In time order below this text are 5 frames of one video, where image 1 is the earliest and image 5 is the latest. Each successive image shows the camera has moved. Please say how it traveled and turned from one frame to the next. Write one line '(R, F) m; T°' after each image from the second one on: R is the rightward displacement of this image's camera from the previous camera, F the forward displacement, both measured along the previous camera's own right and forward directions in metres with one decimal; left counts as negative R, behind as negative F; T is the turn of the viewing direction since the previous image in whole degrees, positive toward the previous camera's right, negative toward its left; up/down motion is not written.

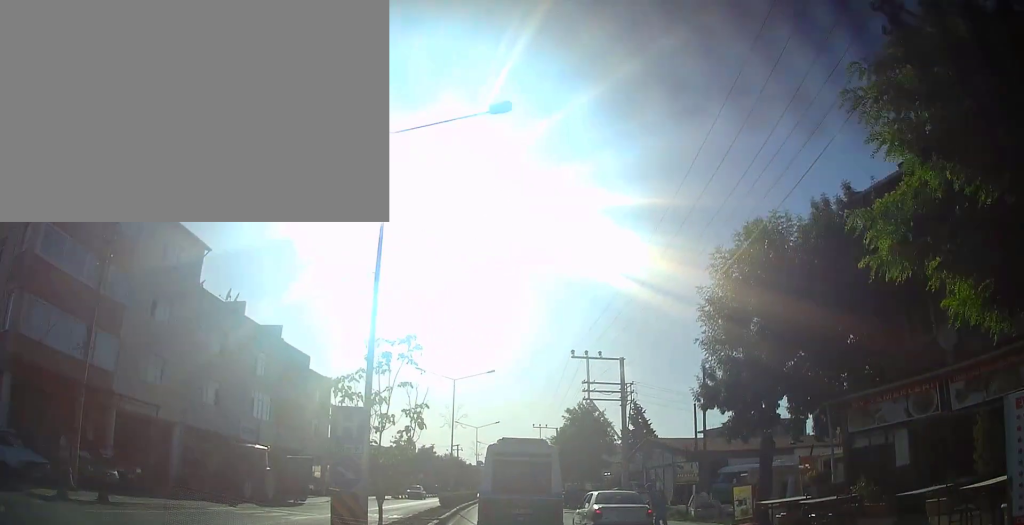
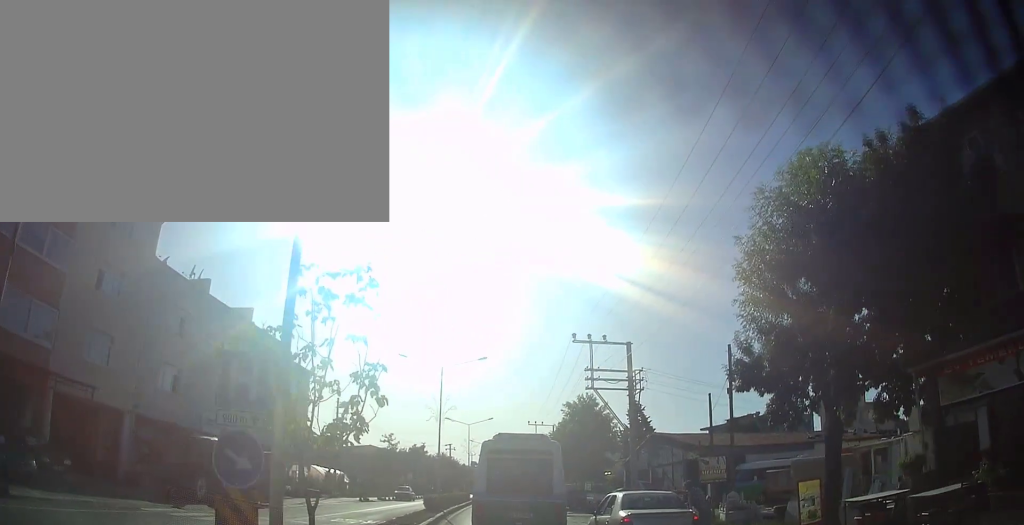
(+0.1, +4.1) m; 0°
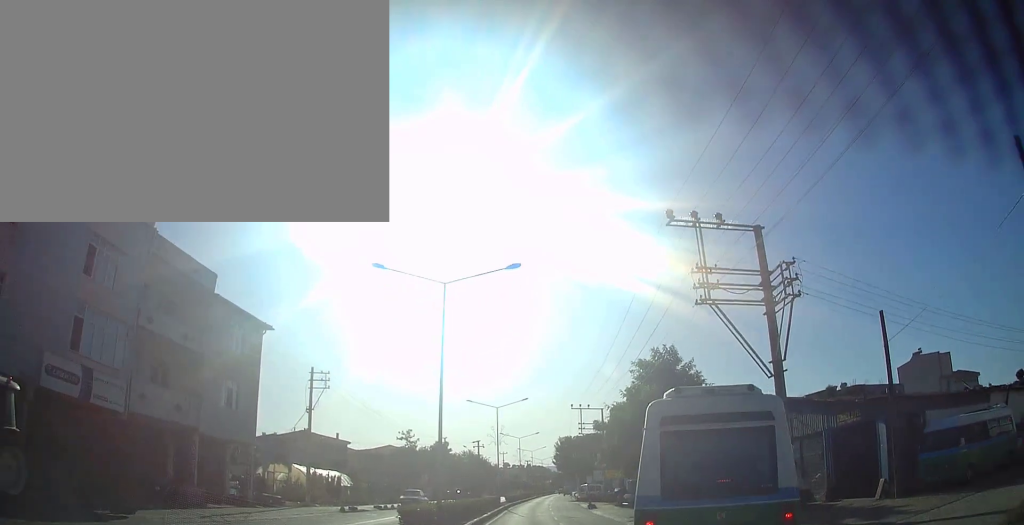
(-0.3, +15.0) m; -3°
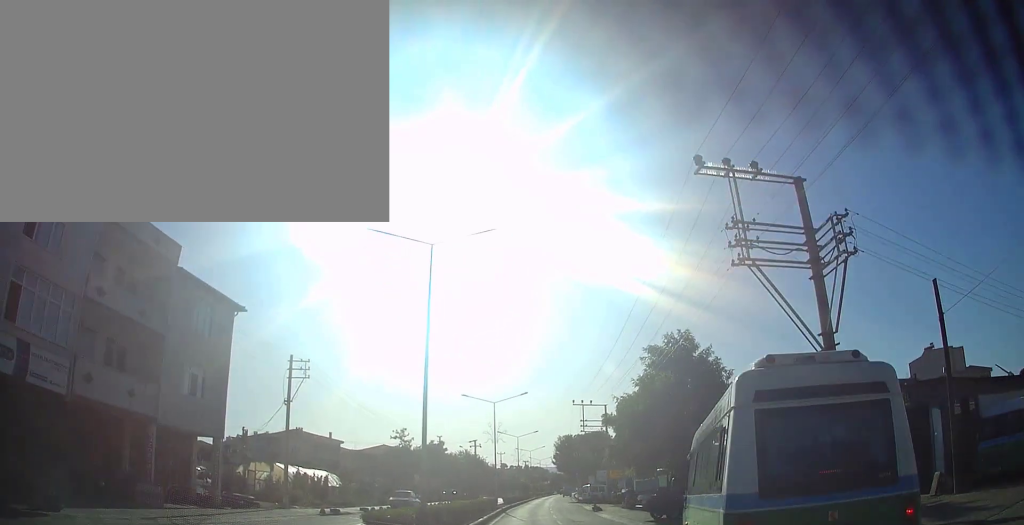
(0.0, +3.7) m; 0°
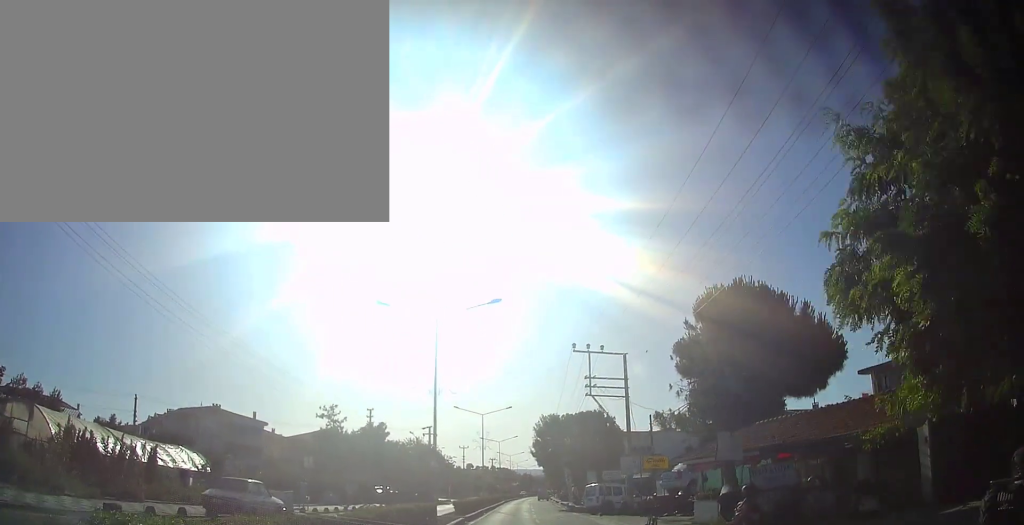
(+0.5, +21.3) m; +3°
